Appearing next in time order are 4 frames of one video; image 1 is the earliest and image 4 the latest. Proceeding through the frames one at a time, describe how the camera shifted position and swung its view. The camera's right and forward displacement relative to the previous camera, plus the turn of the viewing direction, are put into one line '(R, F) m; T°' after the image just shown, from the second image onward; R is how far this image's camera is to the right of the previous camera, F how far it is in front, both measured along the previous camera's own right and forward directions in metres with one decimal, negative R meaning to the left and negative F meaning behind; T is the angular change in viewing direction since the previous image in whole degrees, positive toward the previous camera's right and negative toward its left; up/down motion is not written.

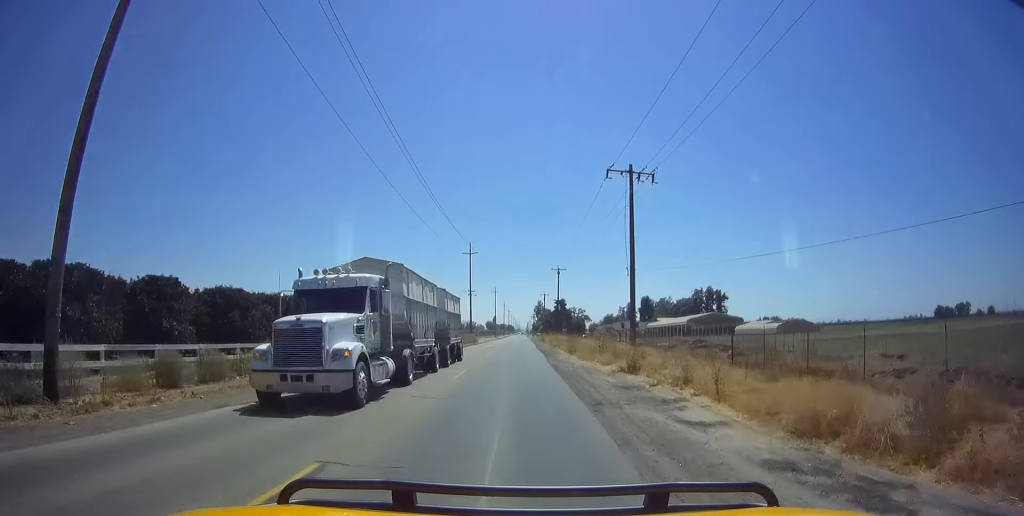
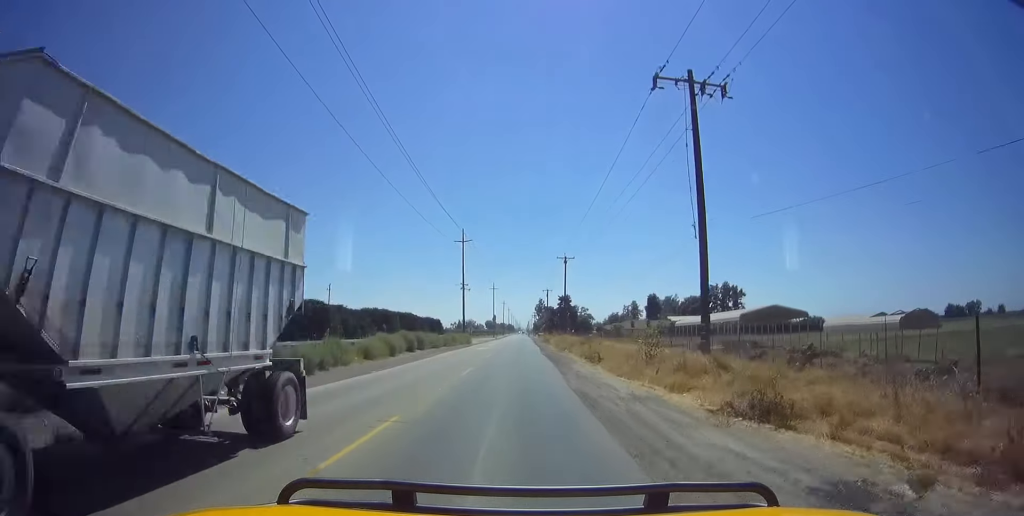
(0.0, +13.5) m; 0°
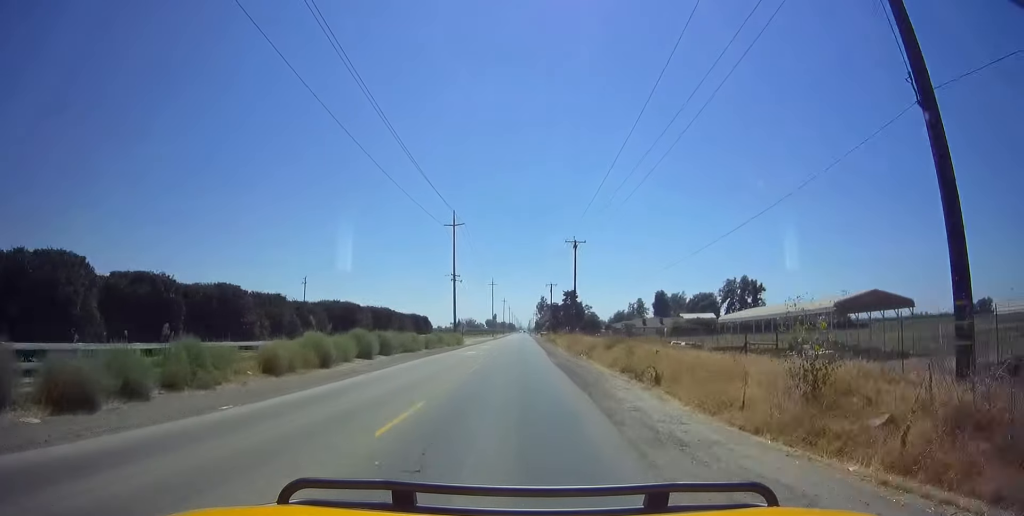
(0.0, +13.4) m; 0°
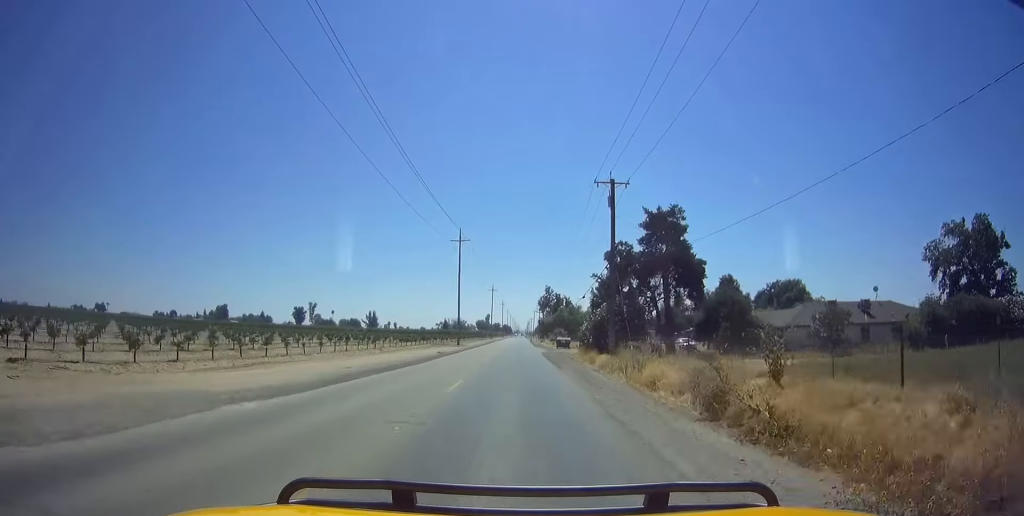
(-1.4, +85.1) m; -1°
